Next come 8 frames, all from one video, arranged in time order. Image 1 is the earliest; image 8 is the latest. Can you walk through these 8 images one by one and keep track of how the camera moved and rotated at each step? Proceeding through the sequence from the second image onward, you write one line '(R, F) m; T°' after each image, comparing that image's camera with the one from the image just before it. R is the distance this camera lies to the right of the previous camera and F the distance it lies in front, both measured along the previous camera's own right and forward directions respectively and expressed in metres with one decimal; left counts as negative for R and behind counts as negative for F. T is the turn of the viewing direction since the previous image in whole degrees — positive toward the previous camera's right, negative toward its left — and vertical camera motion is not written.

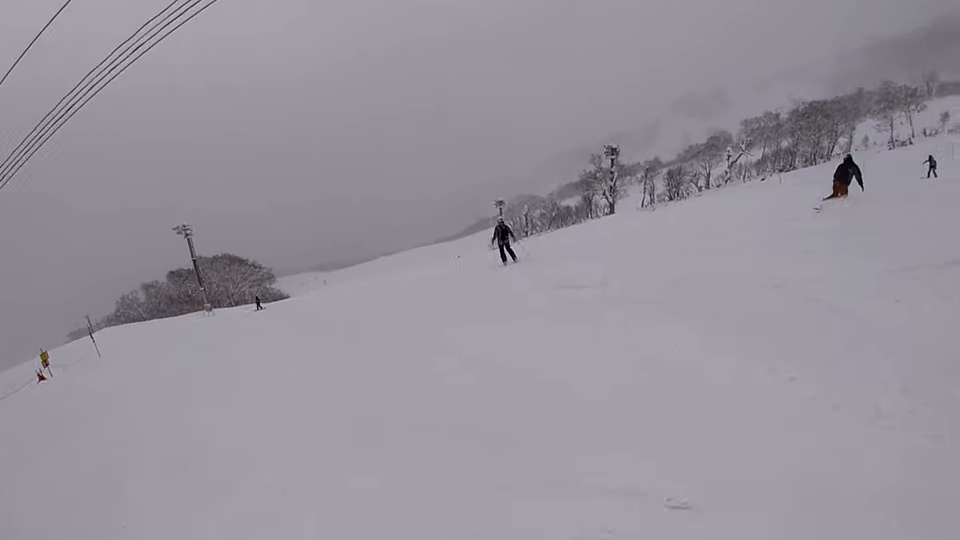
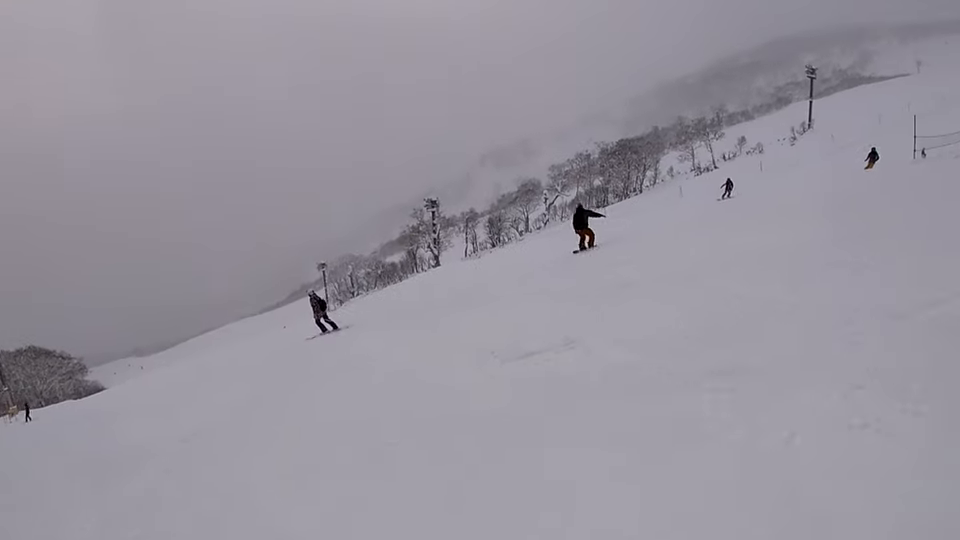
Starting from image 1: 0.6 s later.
(+0.5, +3.7) m; +24°
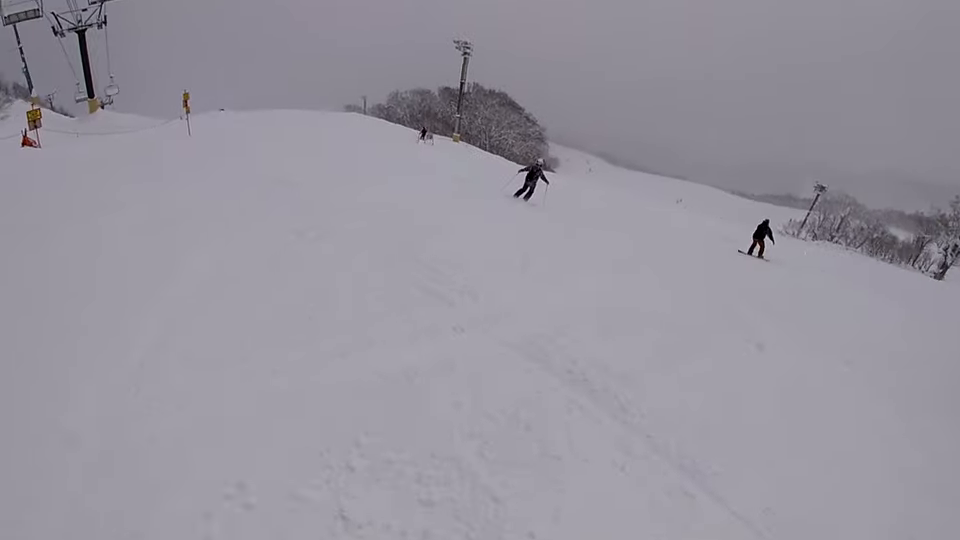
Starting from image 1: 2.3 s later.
(+0.7, +9.7) m; -19°
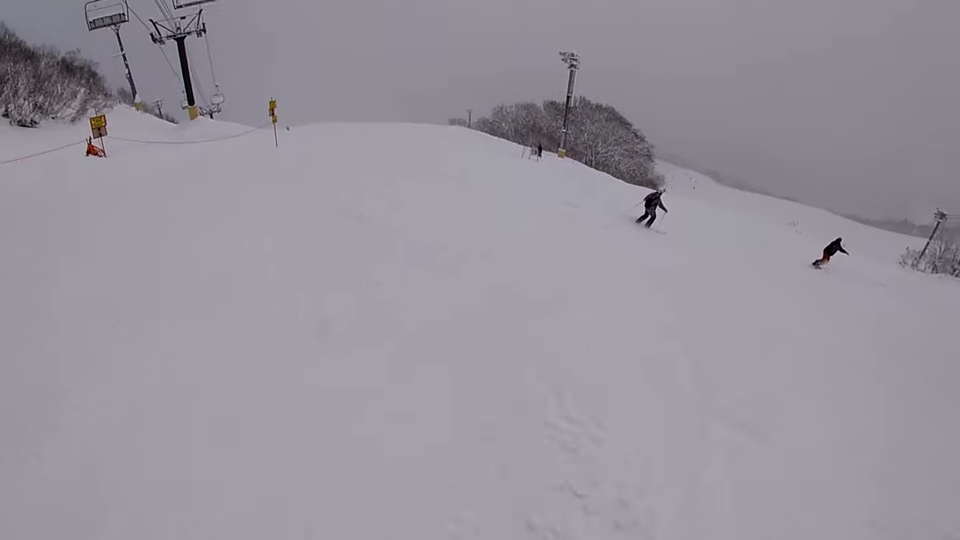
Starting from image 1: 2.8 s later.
(-0.3, +2.5) m; -10°
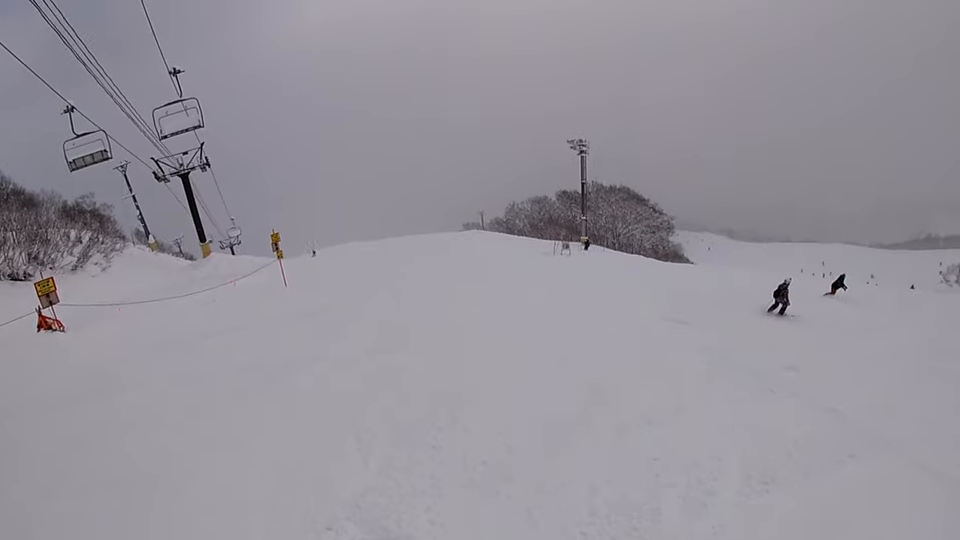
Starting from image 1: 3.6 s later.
(-0.1, +4.8) m; -9°
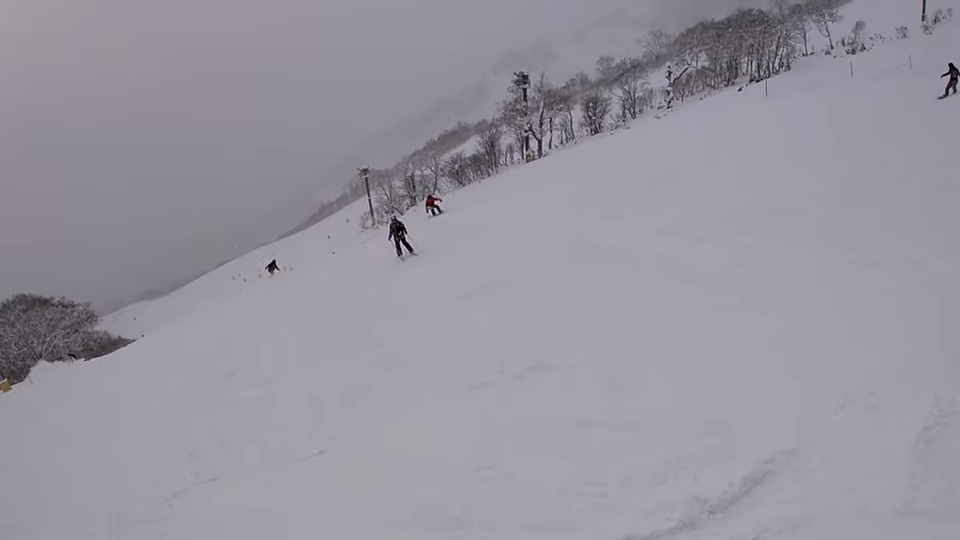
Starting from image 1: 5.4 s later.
(+1.9, +9.2) m; +39°
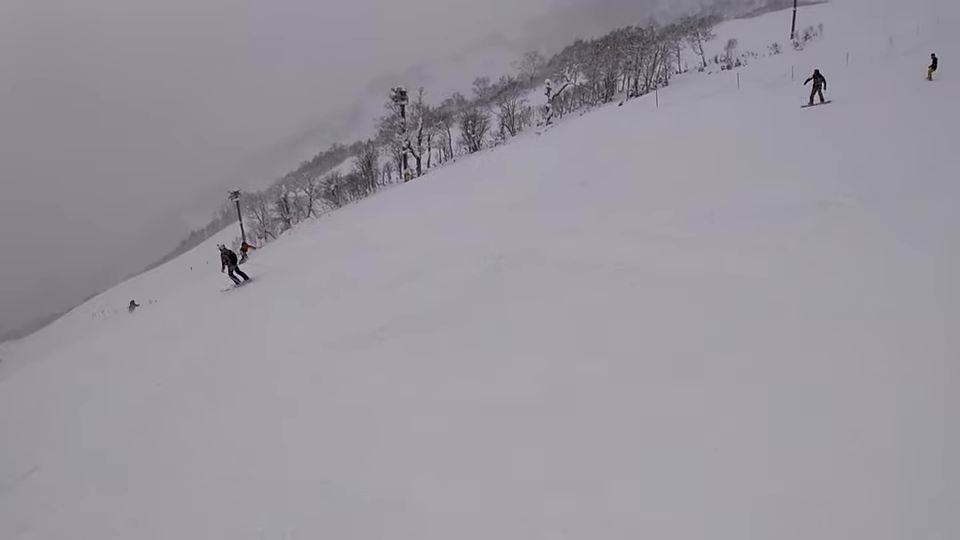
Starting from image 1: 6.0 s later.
(+0.4, +2.9) m; +10°
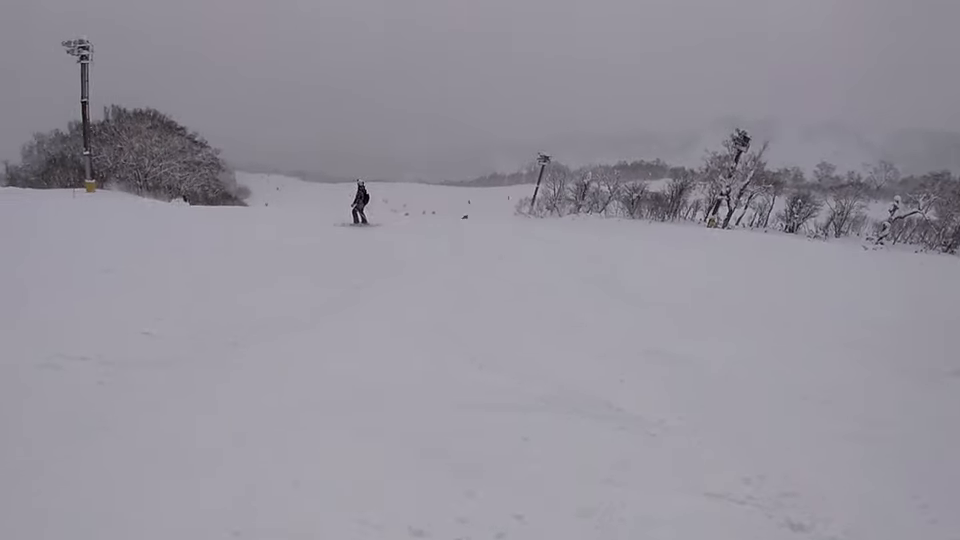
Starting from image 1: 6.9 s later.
(+0.3, +4.4) m; +4°
